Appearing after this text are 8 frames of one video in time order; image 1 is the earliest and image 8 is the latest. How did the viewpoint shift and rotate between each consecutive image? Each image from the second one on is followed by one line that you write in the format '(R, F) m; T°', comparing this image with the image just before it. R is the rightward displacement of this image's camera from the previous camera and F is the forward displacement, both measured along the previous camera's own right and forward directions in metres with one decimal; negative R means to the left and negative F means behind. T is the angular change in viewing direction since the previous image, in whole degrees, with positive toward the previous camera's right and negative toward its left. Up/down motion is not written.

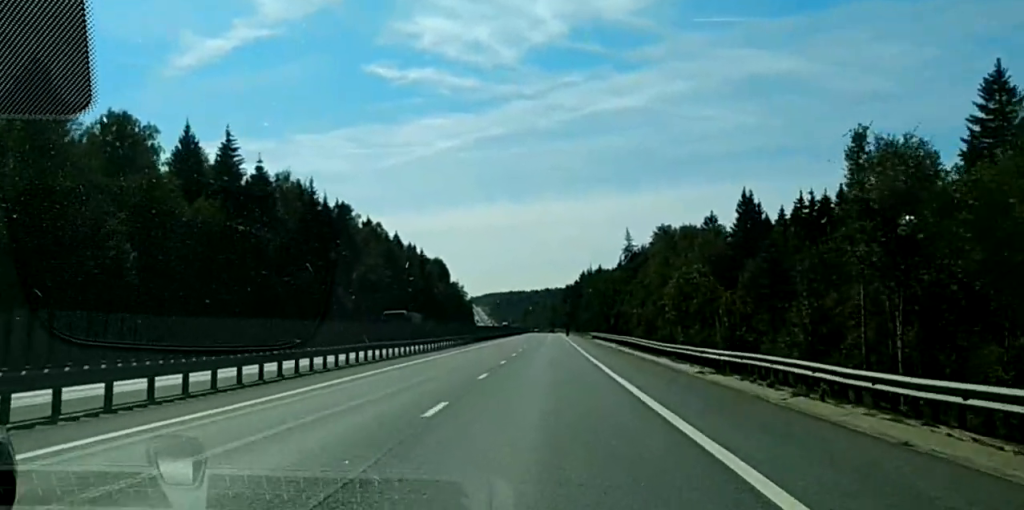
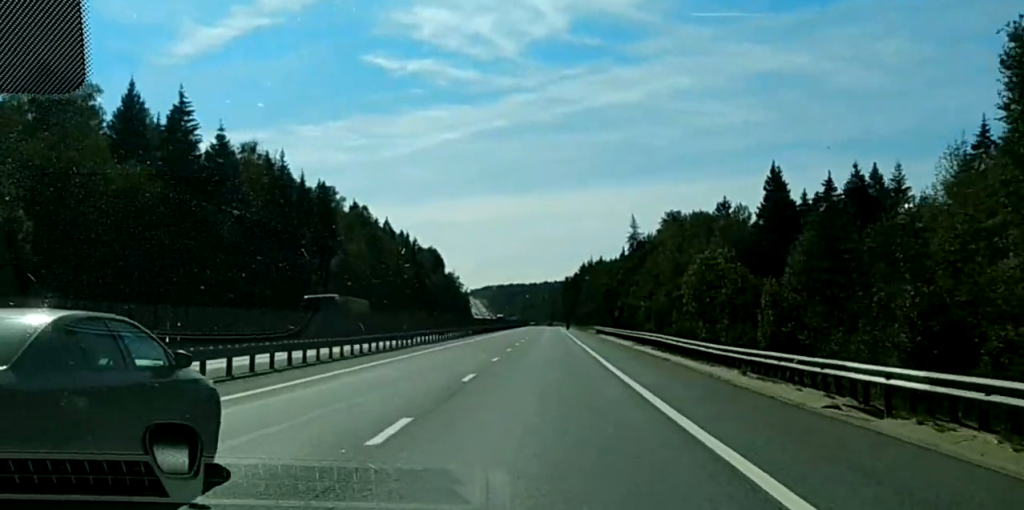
(-0.1, +15.2) m; 0°
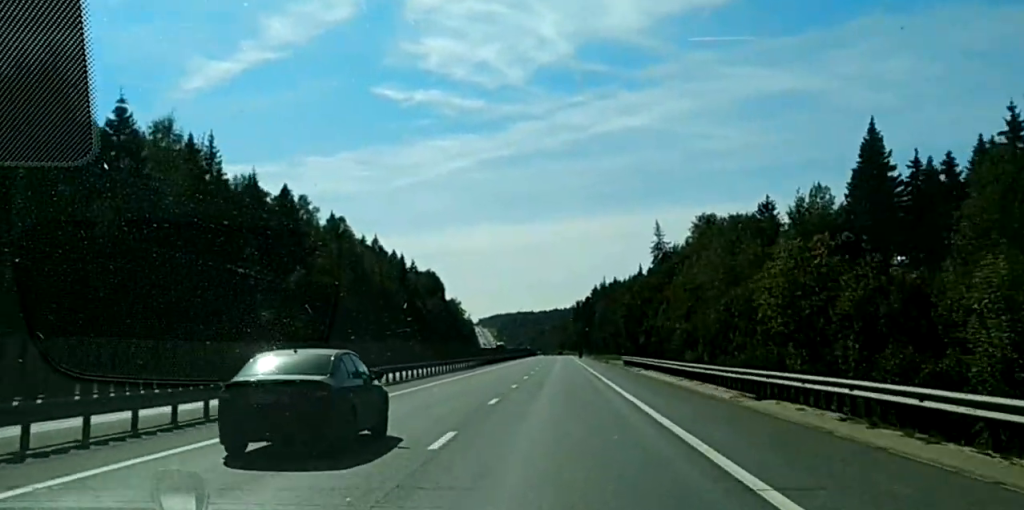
(+0.4, +31.8) m; +3°
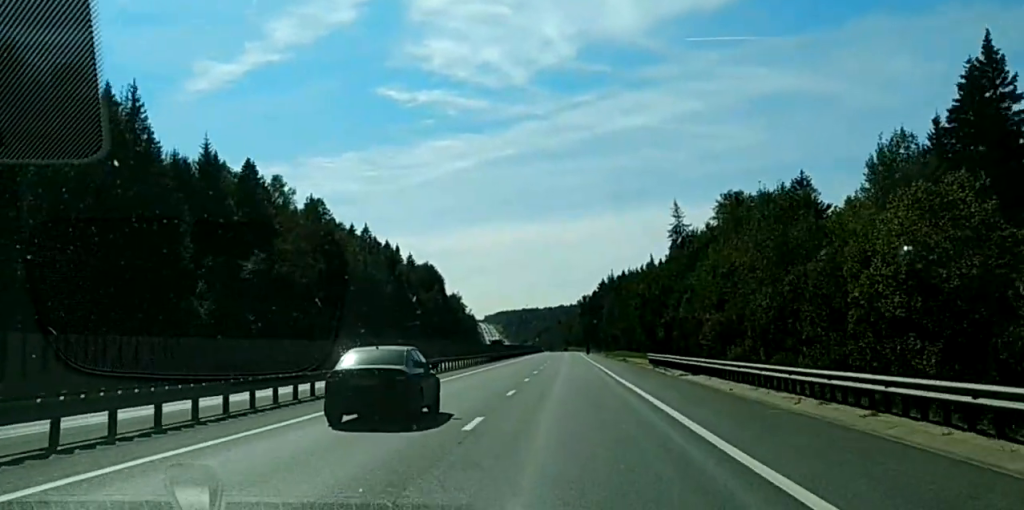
(+0.8, +20.9) m; +1°
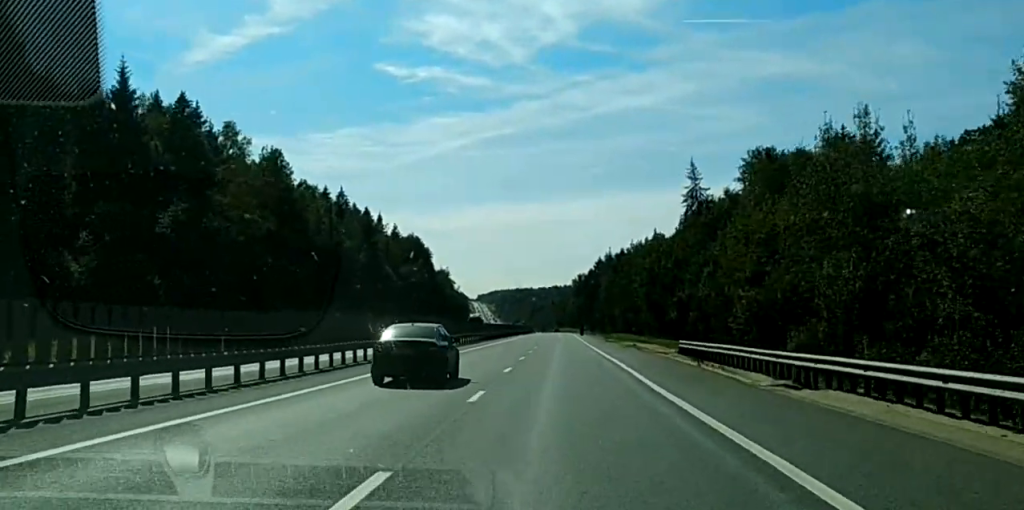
(-0.2, +22.3) m; -1°
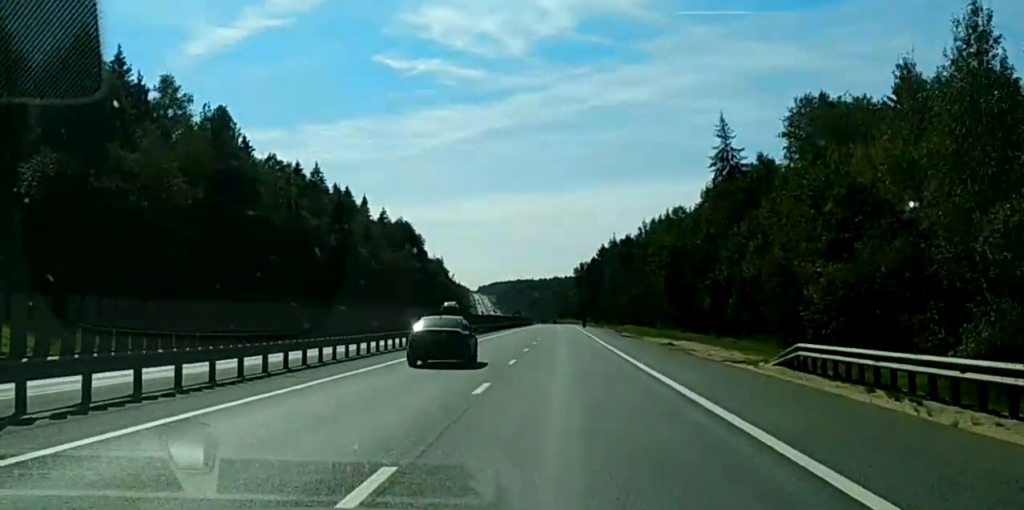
(-0.3, +22.5) m; -1°
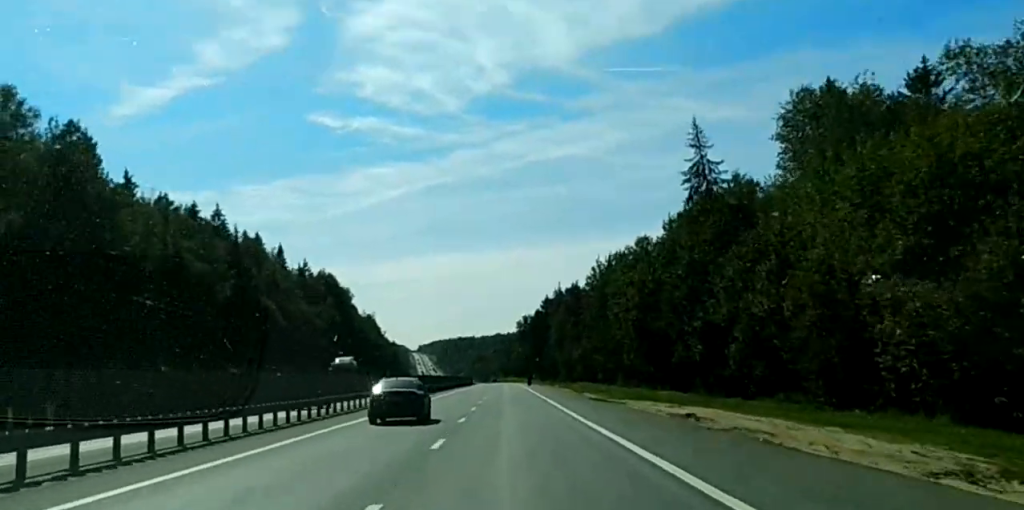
(-0.1, +20.4) m; 0°
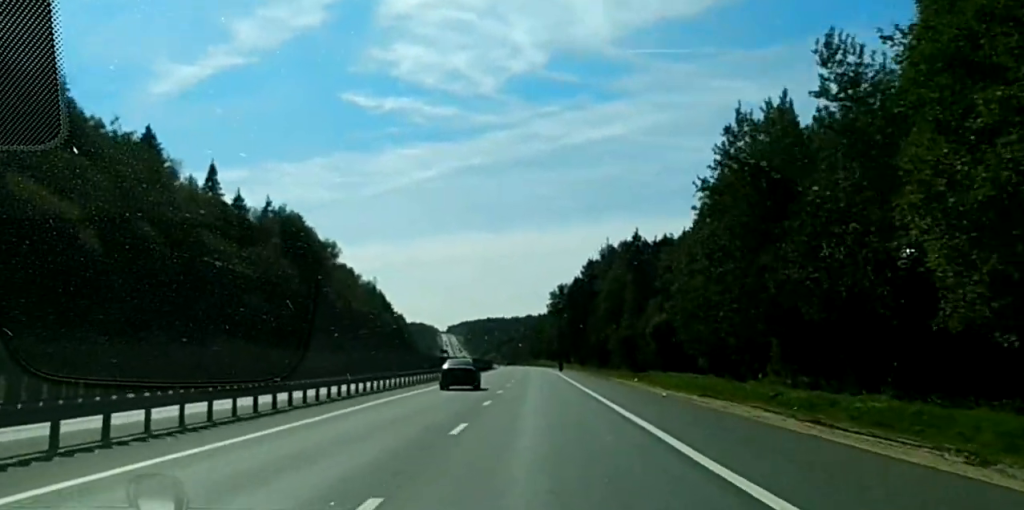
(-0.5, +71.4) m; -2°
